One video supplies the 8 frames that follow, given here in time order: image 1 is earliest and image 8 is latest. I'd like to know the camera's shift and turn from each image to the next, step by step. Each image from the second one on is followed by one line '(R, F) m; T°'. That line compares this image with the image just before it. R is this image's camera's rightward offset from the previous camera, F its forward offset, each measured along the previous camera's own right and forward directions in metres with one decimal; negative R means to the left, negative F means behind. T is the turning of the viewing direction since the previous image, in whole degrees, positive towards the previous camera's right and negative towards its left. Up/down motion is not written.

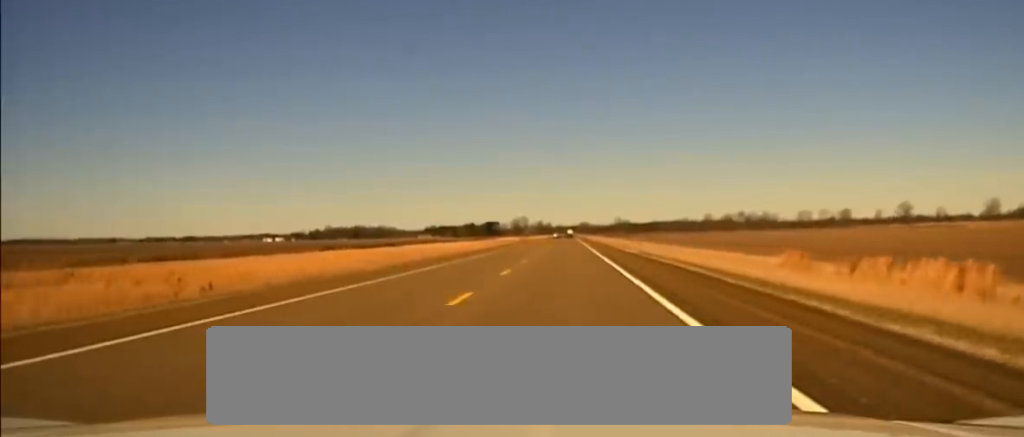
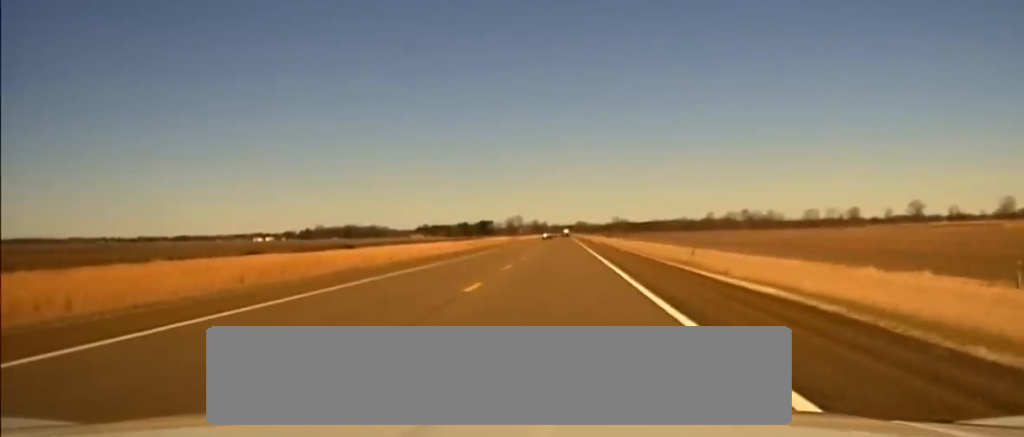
(-0.4, +43.9) m; -1°
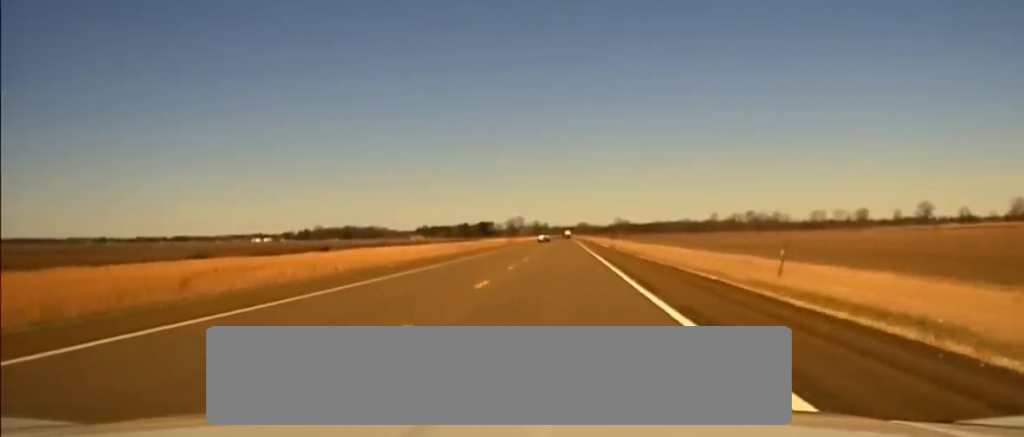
(+0.1, +21.2) m; 0°
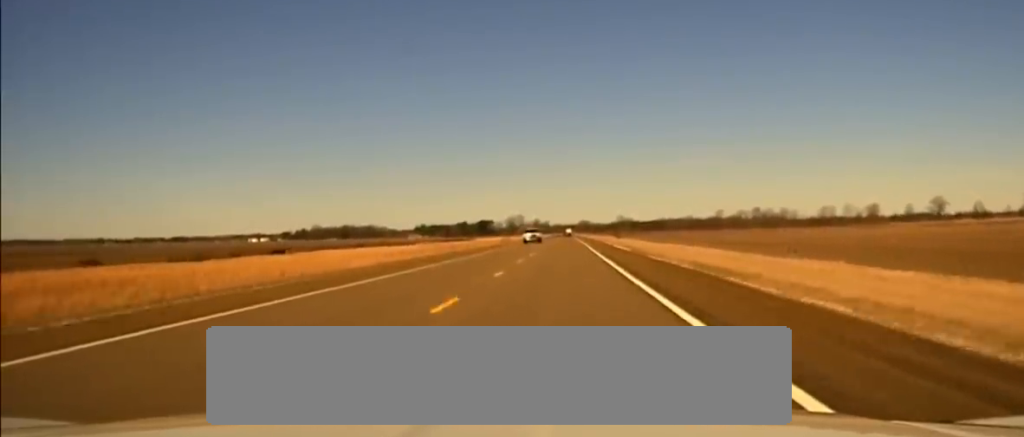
(0.0, +30.7) m; -1°
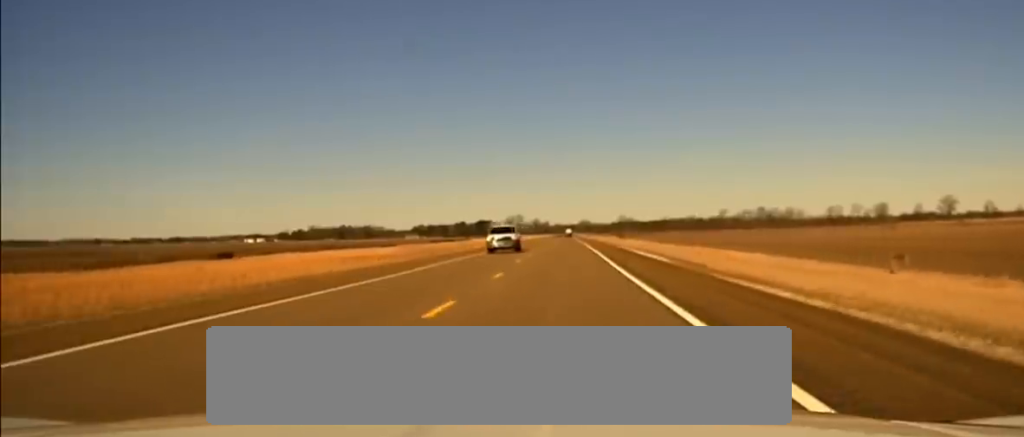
(-0.3, +25.6) m; 0°
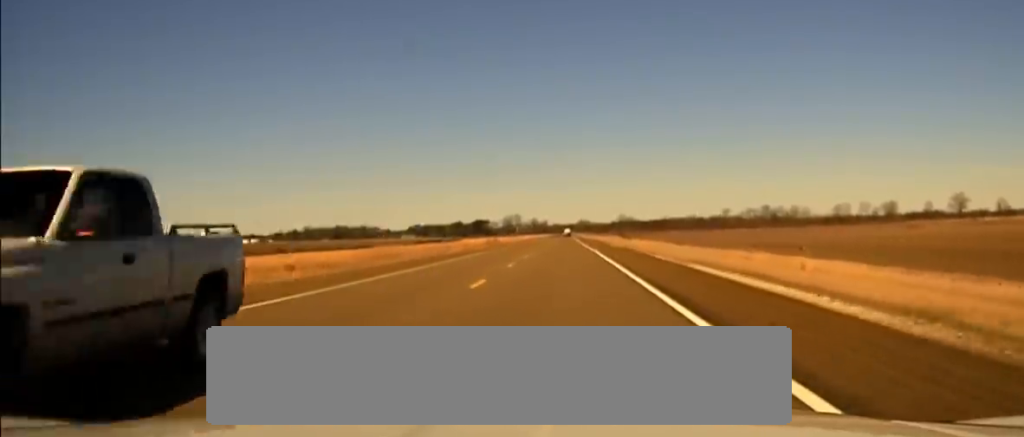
(+0.2, +29.2) m; 0°
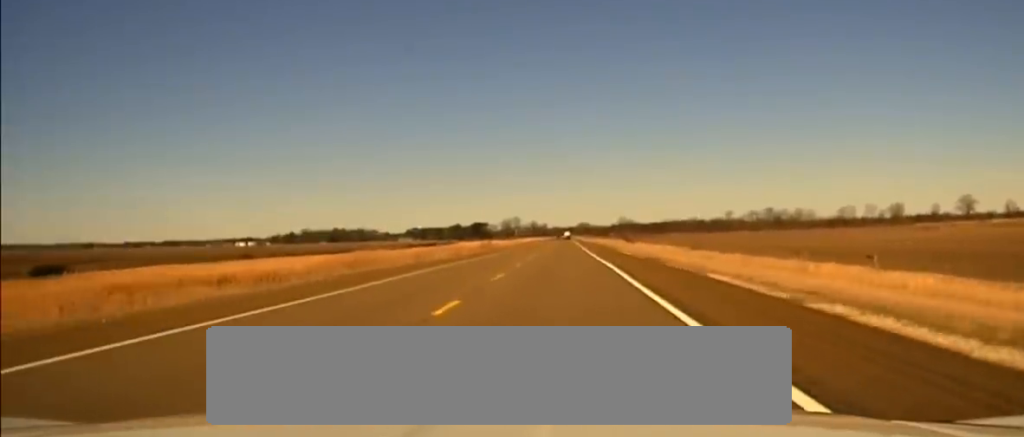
(0.0, +17.5) m; 0°
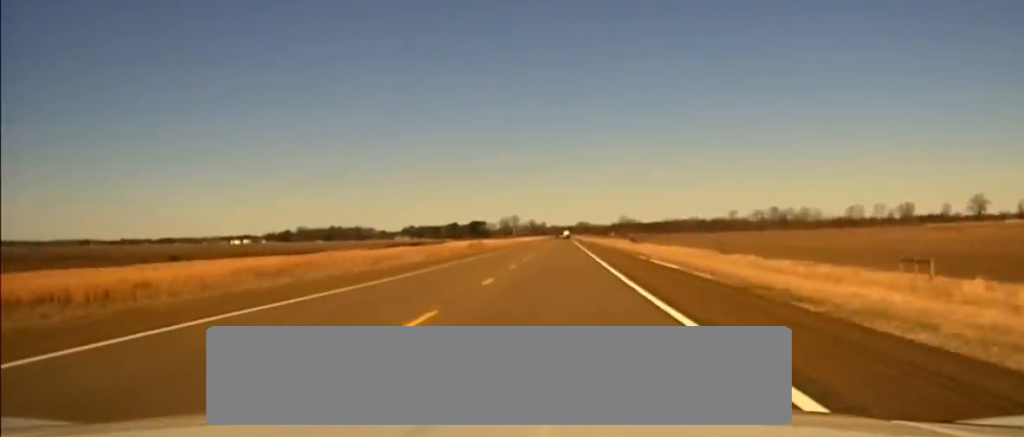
(+0.1, +25.7) m; 0°
